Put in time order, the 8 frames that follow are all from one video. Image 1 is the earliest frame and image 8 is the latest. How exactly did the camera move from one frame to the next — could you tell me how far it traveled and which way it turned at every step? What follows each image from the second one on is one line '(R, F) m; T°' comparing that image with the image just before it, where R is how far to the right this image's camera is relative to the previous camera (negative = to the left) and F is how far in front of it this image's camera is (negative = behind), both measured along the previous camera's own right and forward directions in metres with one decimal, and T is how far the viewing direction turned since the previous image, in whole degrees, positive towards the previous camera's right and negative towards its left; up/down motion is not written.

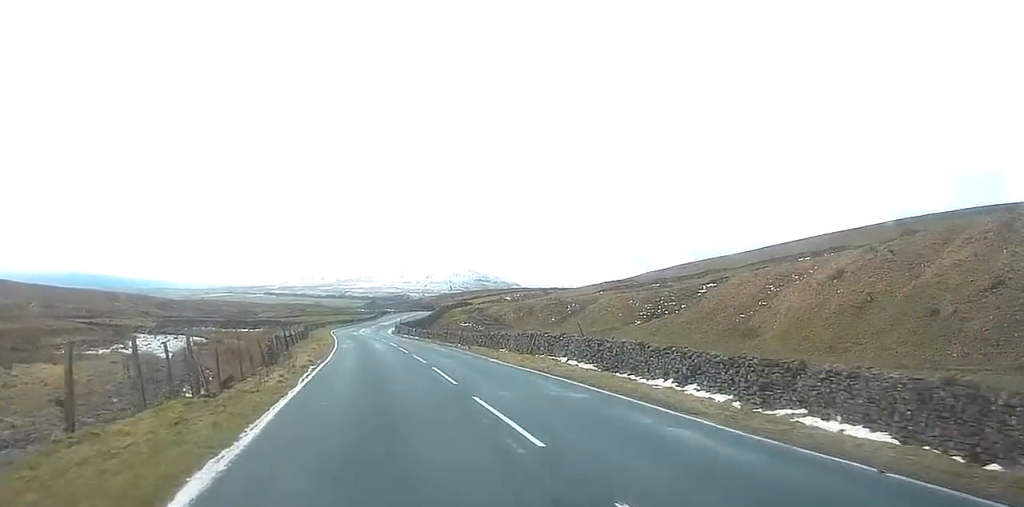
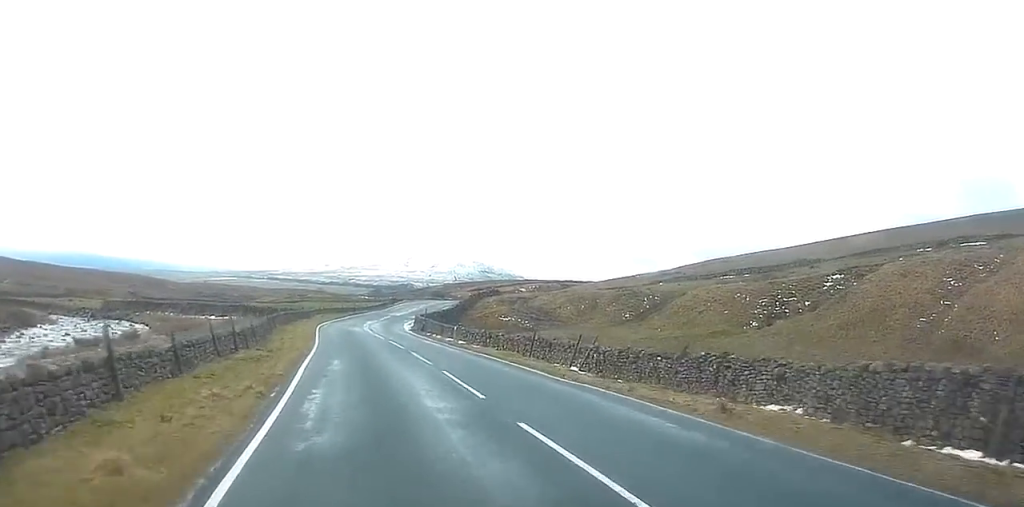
(-0.3, +31.8) m; -1°
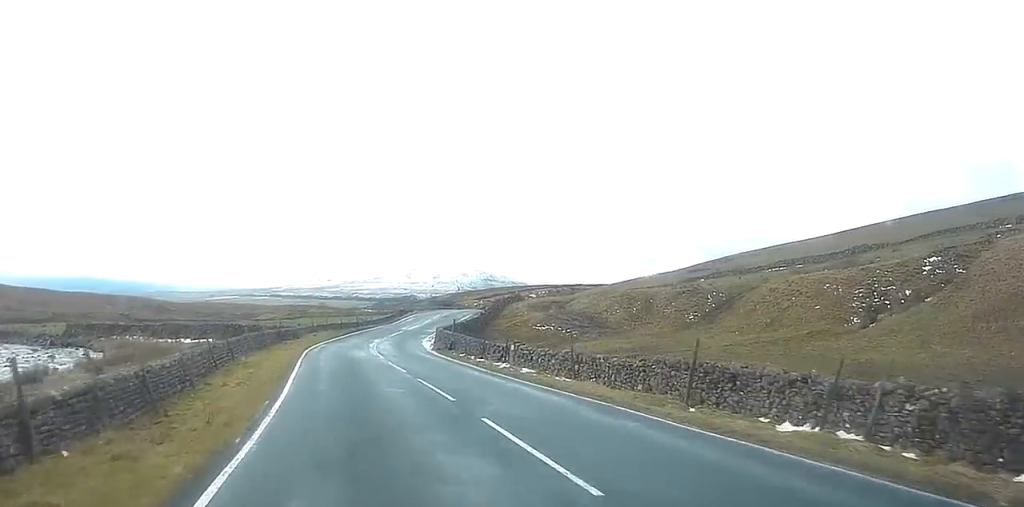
(-0.1, +16.3) m; 0°
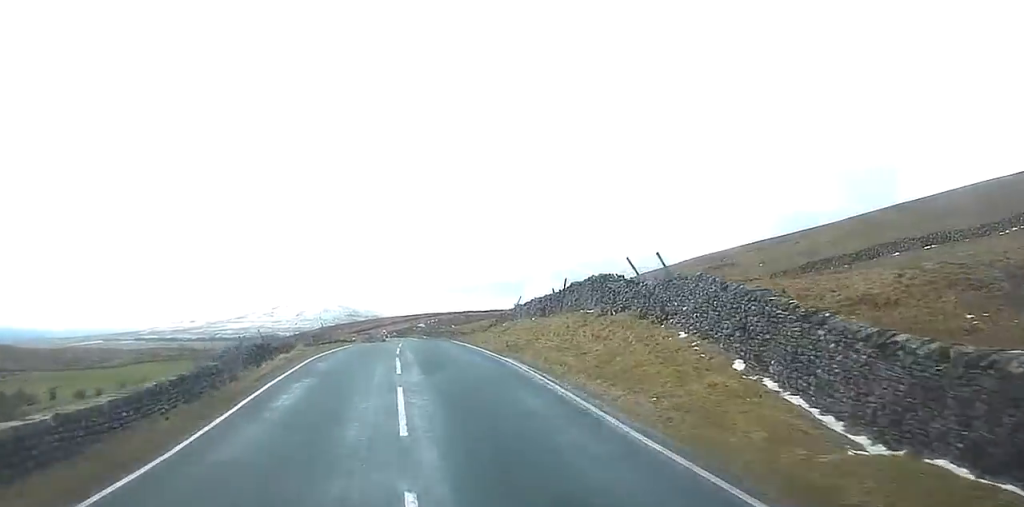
(+3.3, +69.8) m; +8°
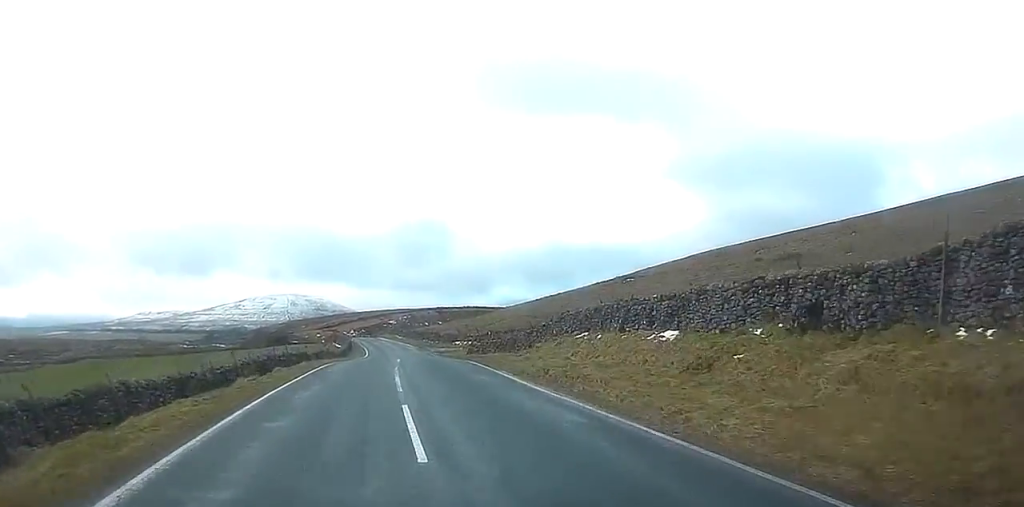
(+1.2, +29.2) m; +4°
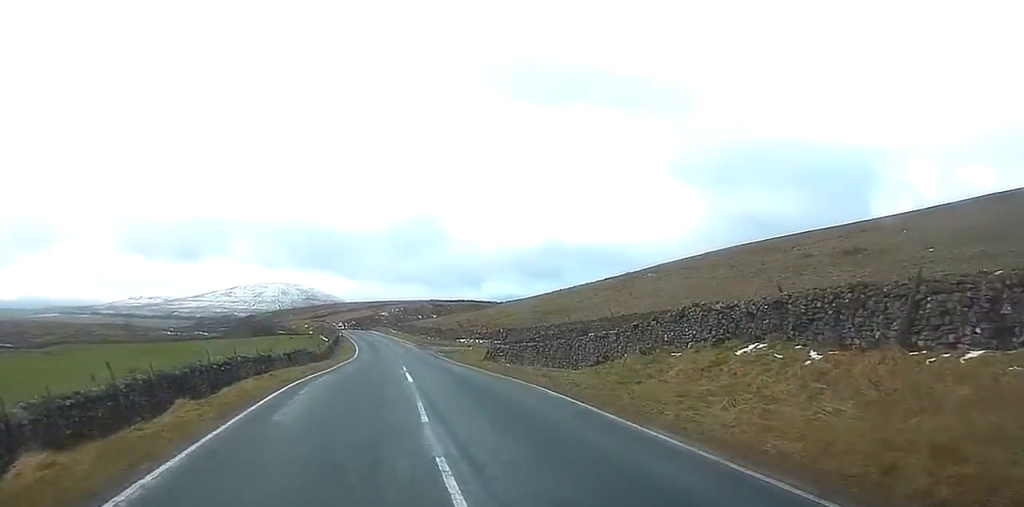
(+0.3, +14.9) m; +1°
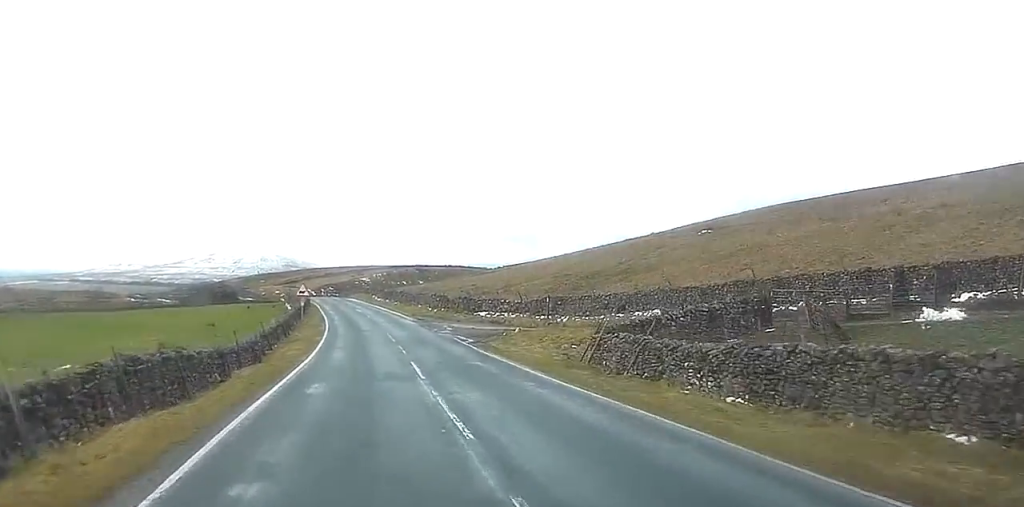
(+0.2, +29.6) m; +1°
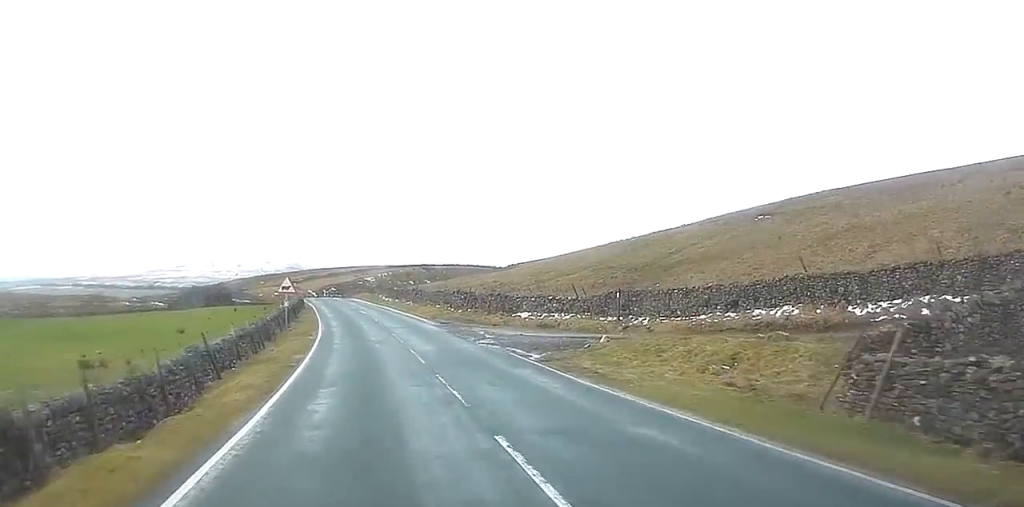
(+0.1, +14.7) m; 0°
